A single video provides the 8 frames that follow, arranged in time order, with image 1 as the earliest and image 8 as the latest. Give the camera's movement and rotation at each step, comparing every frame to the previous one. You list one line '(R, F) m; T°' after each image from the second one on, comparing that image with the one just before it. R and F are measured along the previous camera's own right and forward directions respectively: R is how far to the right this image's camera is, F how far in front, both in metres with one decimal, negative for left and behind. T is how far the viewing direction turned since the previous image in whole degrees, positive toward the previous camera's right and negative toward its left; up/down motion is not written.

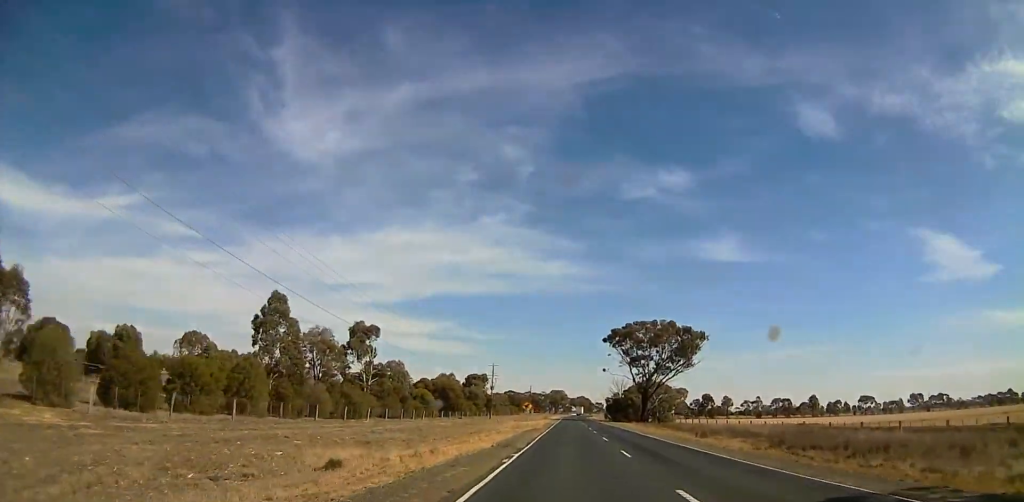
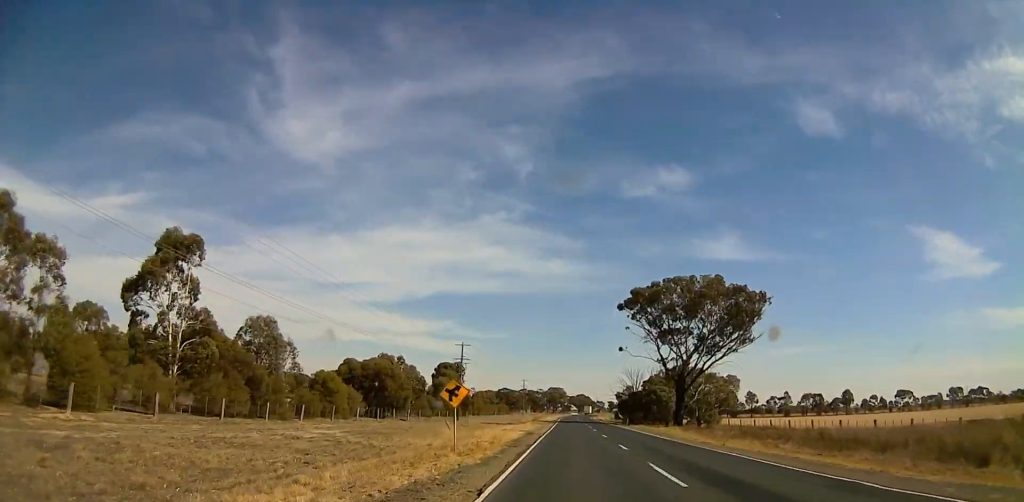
(0.0, +46.8) m; 0°
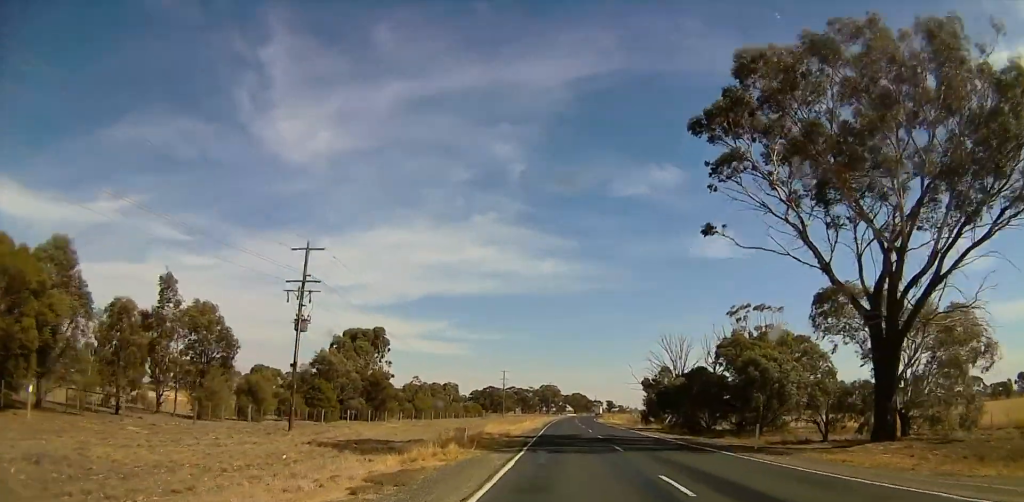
(0.0, +64.3) m; 0°
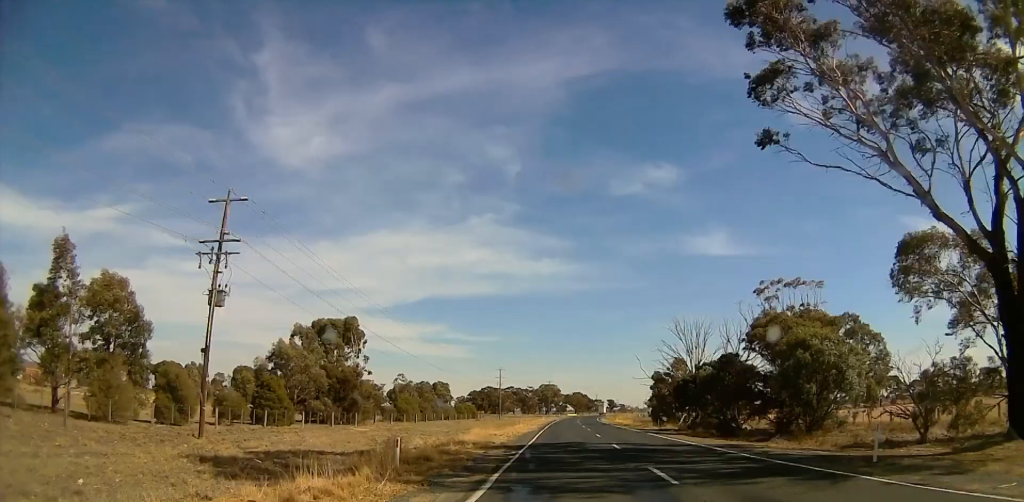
(0.0, +10.7) m; 0°
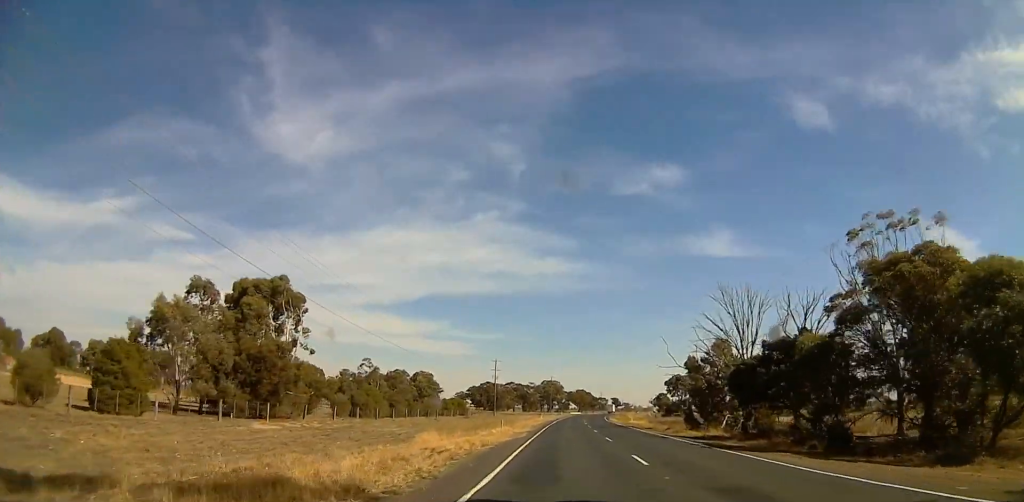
(-0.1, +17.8) m; -1°
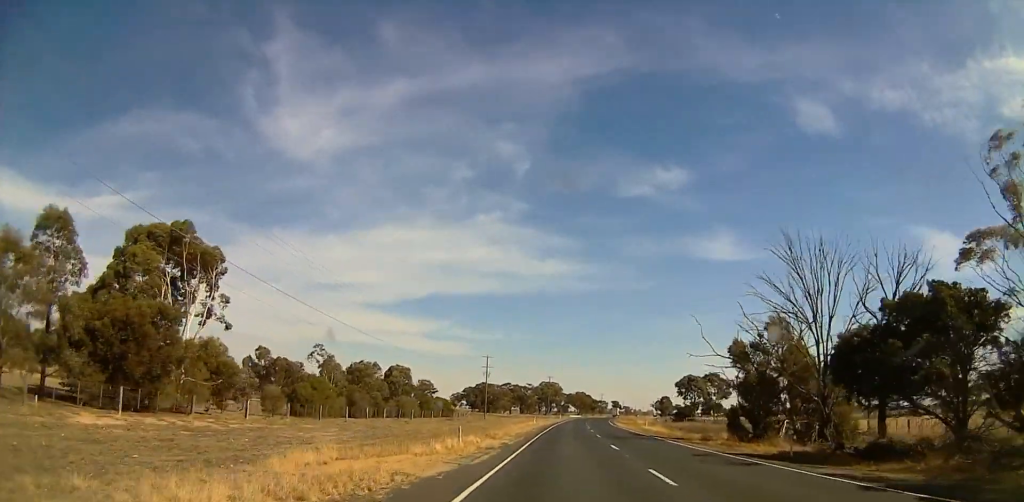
(-0.1, +14.2) m; -1°
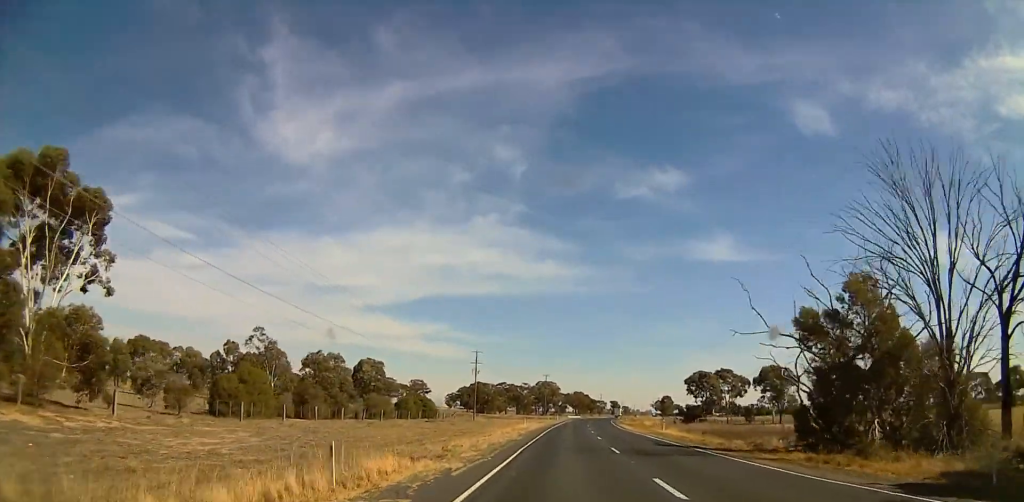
(-0.1, +11.6) m; -1°
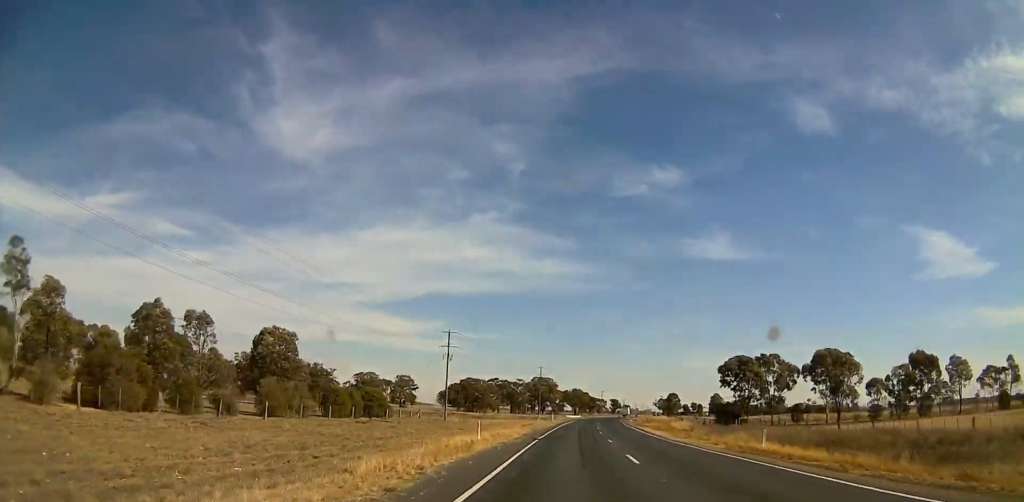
(-0.4, +26.3) m; +3°
